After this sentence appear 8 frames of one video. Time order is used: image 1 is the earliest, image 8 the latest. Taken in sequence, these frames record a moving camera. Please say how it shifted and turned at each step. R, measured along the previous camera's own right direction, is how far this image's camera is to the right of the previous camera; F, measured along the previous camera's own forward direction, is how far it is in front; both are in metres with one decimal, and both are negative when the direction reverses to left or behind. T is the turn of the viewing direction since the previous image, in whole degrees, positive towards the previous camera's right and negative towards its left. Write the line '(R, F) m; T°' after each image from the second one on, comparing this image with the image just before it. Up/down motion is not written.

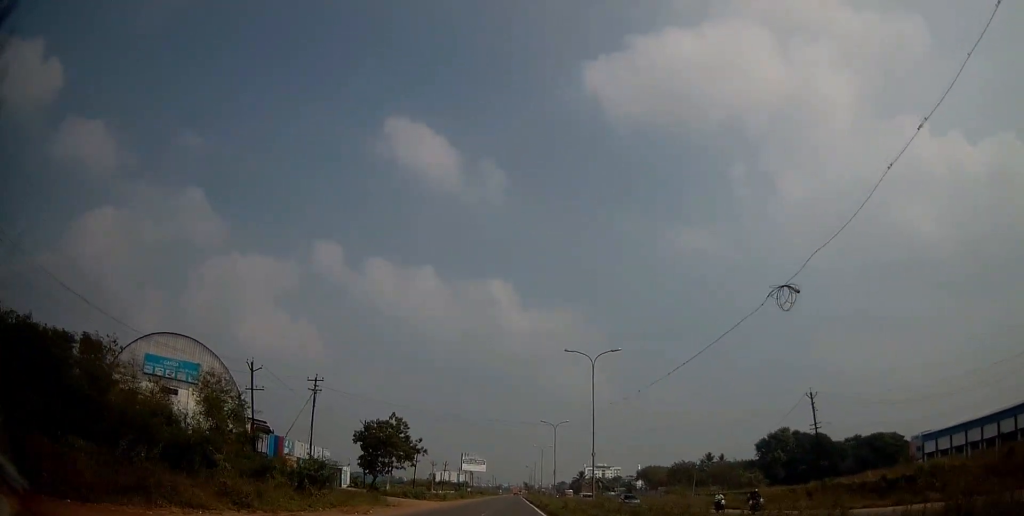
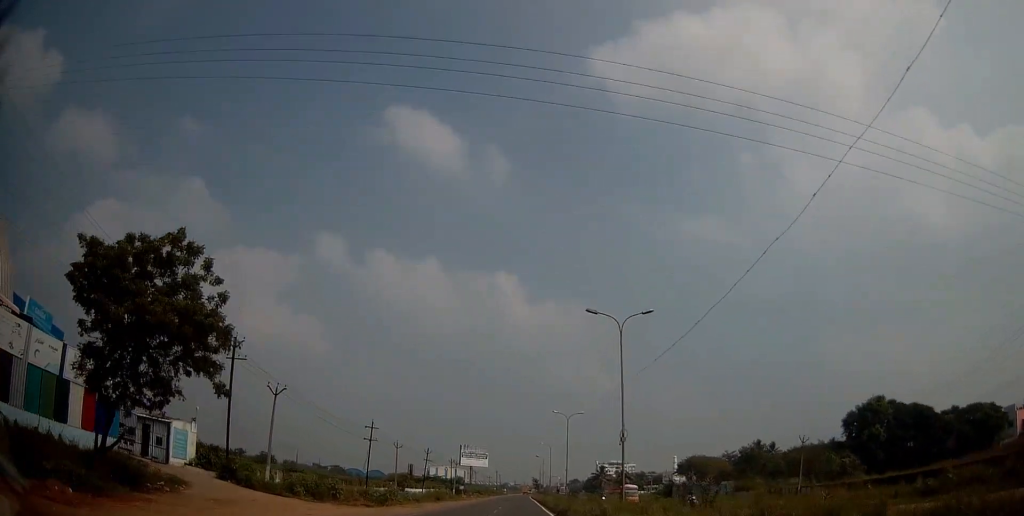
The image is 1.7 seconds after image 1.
(0.0, +39.6) m; -1°
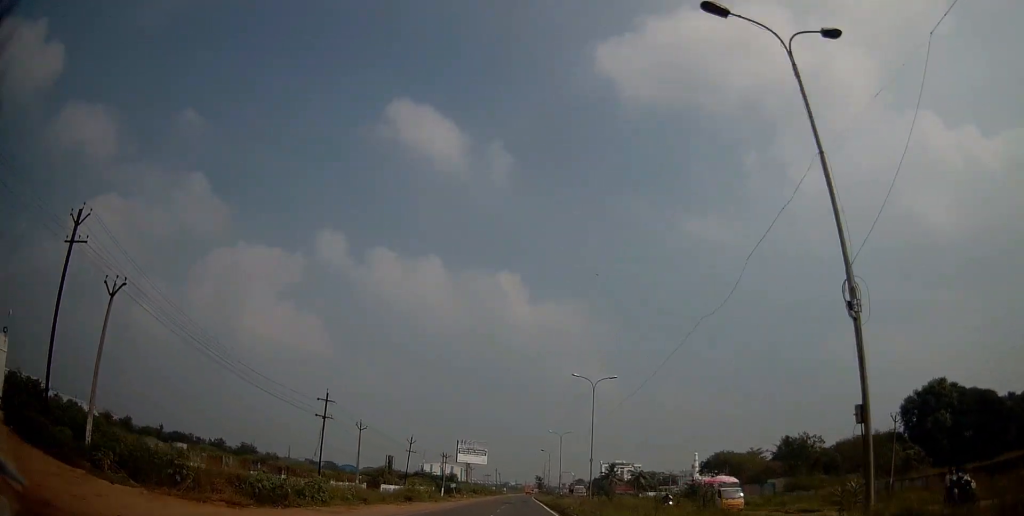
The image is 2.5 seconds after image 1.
(-0.1, +18.8) m; 0°
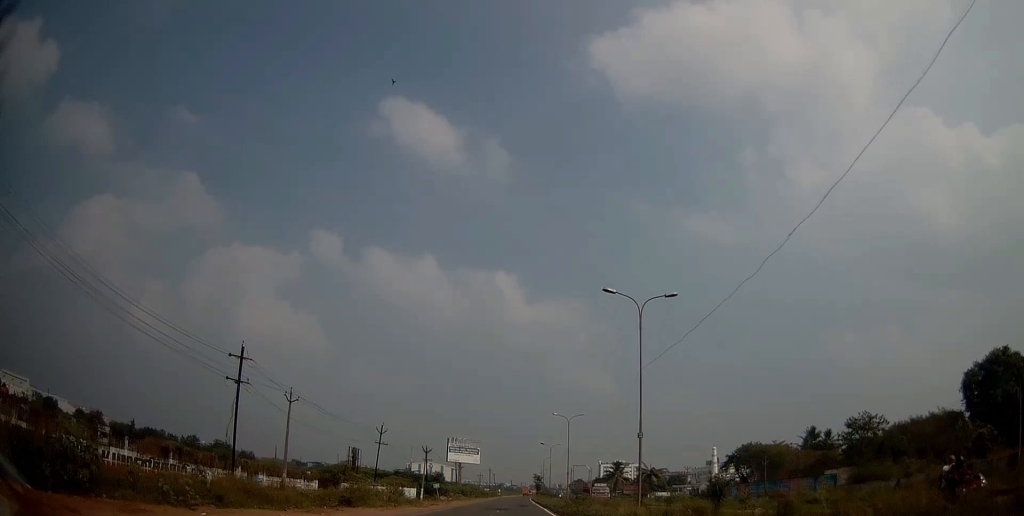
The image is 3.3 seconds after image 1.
(0.0, +17.5) m; 0°
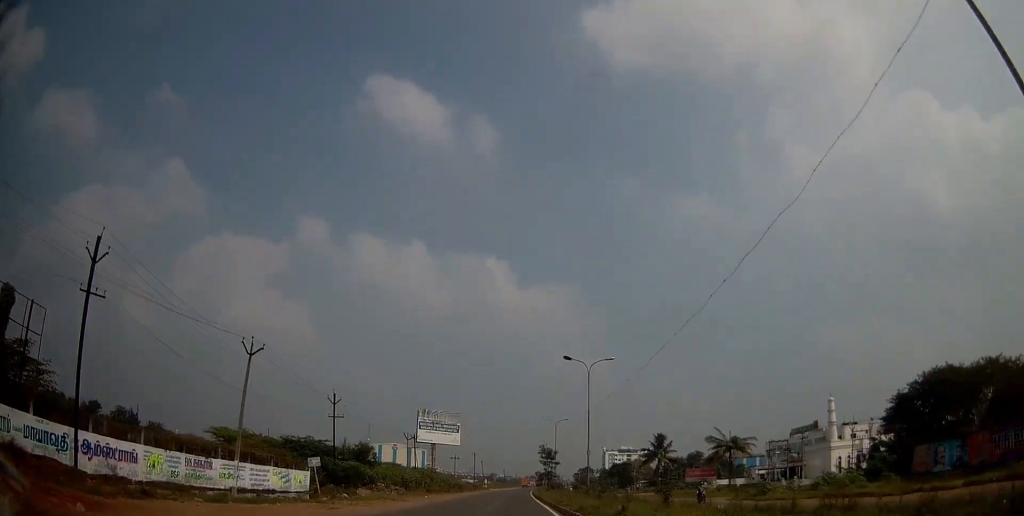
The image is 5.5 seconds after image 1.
(+0.4, +54.4) m; 0°
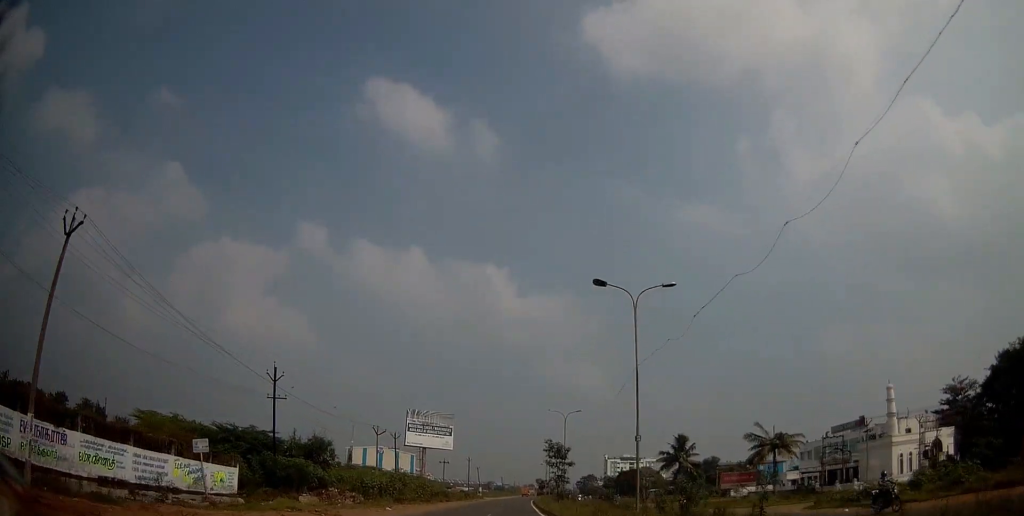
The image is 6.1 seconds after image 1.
(0.0, +15.0) m; 0°
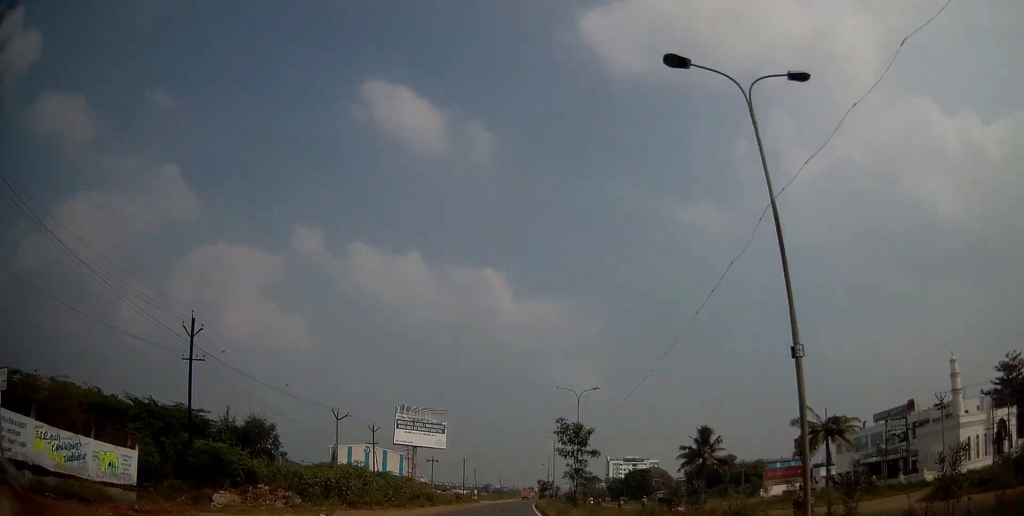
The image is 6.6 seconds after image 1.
(+0.1, +12.5) m; 0°
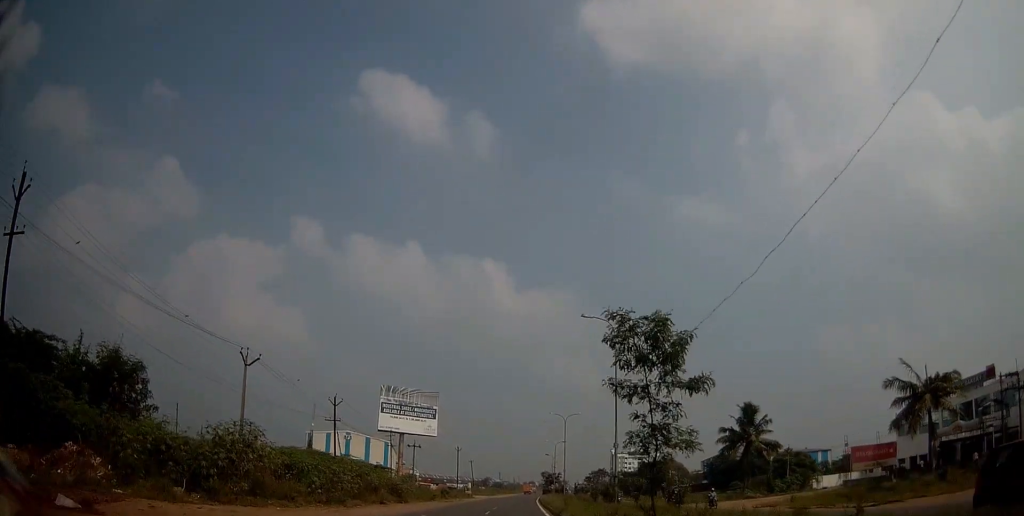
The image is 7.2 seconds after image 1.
(-0.1, +16.0) m; 0°
